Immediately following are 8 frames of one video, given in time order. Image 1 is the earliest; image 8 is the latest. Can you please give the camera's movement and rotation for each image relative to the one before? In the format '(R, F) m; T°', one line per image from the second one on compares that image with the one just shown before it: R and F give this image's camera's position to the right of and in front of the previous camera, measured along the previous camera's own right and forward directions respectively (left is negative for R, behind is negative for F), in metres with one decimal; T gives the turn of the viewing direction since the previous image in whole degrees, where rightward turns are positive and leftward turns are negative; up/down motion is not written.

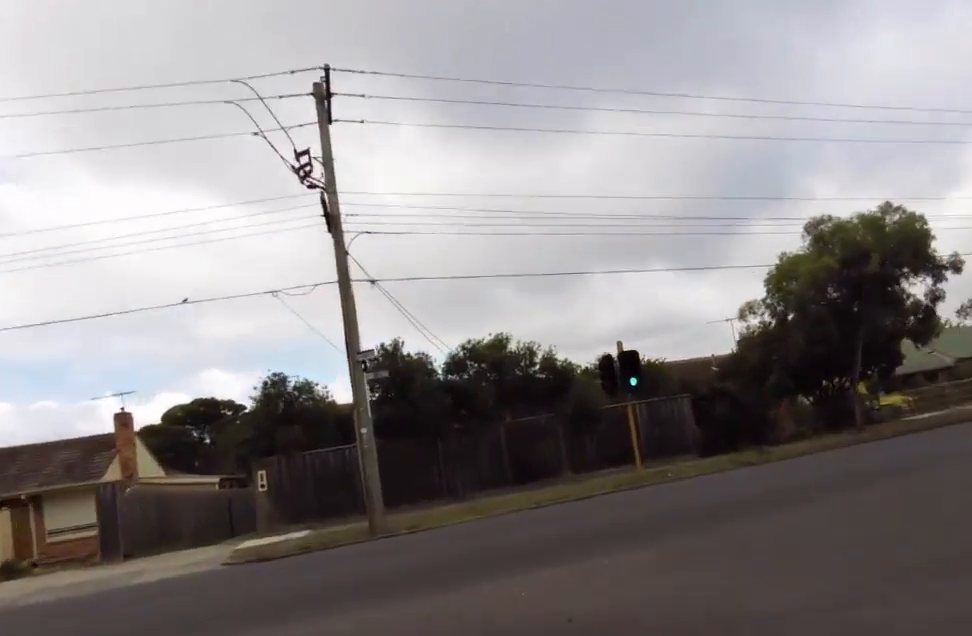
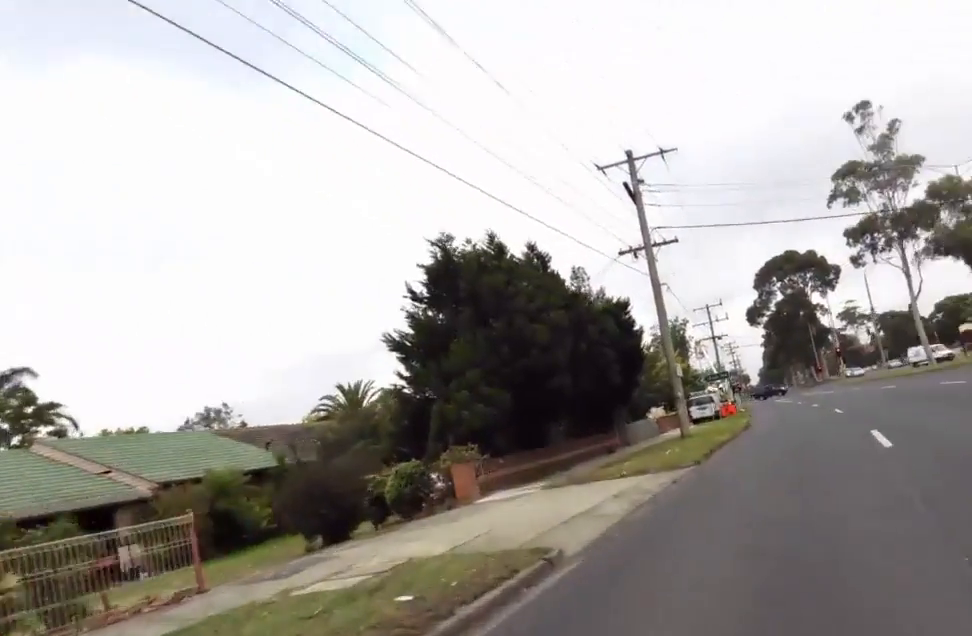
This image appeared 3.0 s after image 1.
(+10.2, +17.8) m; +52°
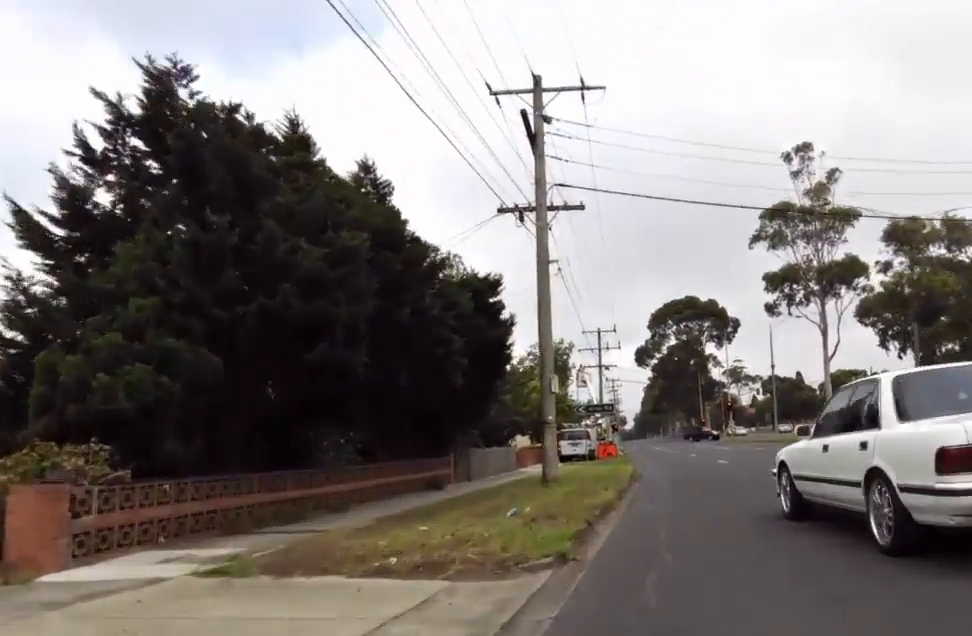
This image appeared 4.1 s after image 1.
(+0.6, +9.0) m; +10°
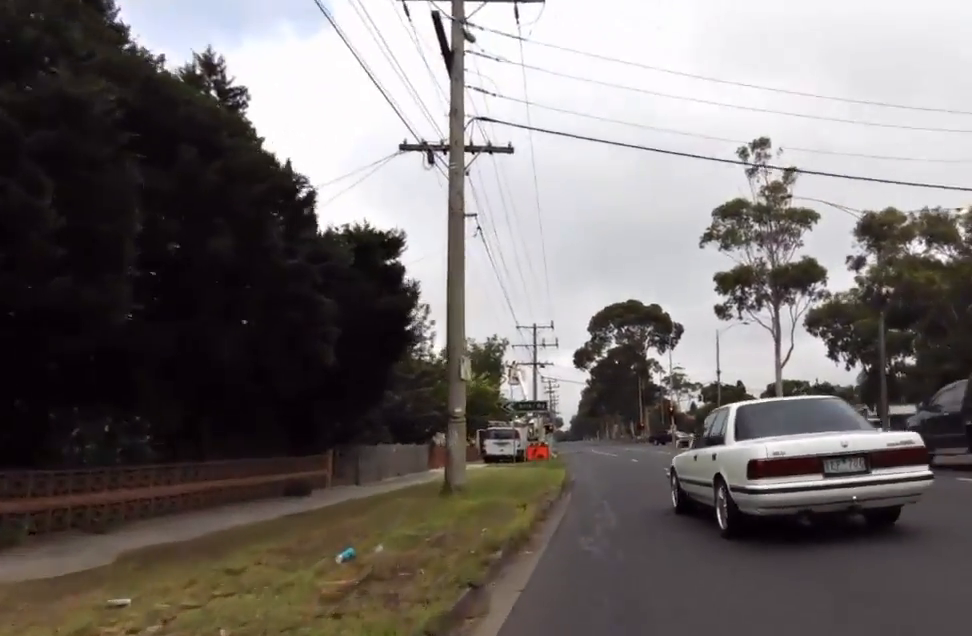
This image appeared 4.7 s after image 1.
(+0.4, +4.7) m; +5°
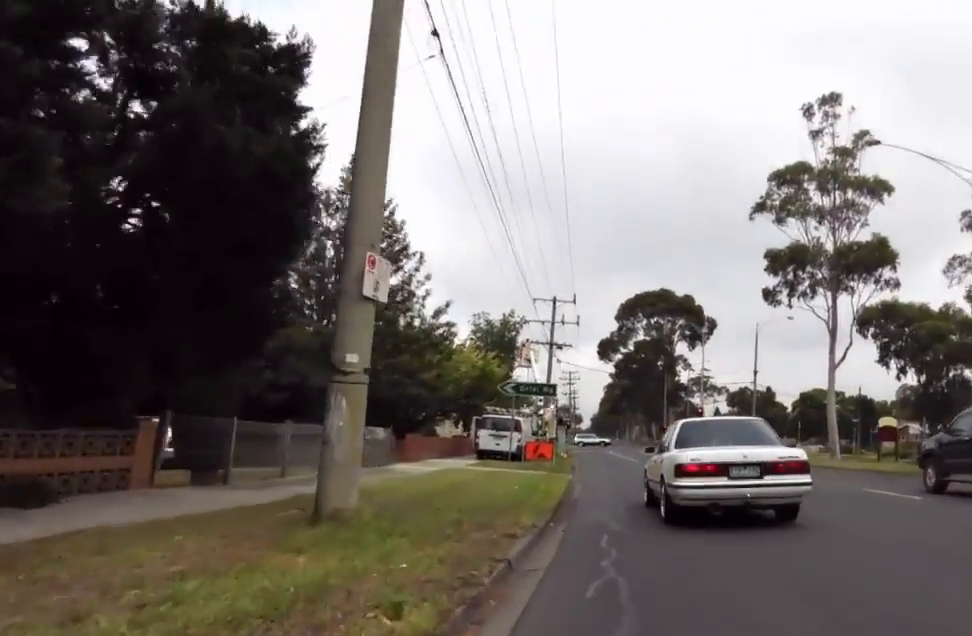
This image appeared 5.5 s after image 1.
(+0.4, +7.5) m; -4°
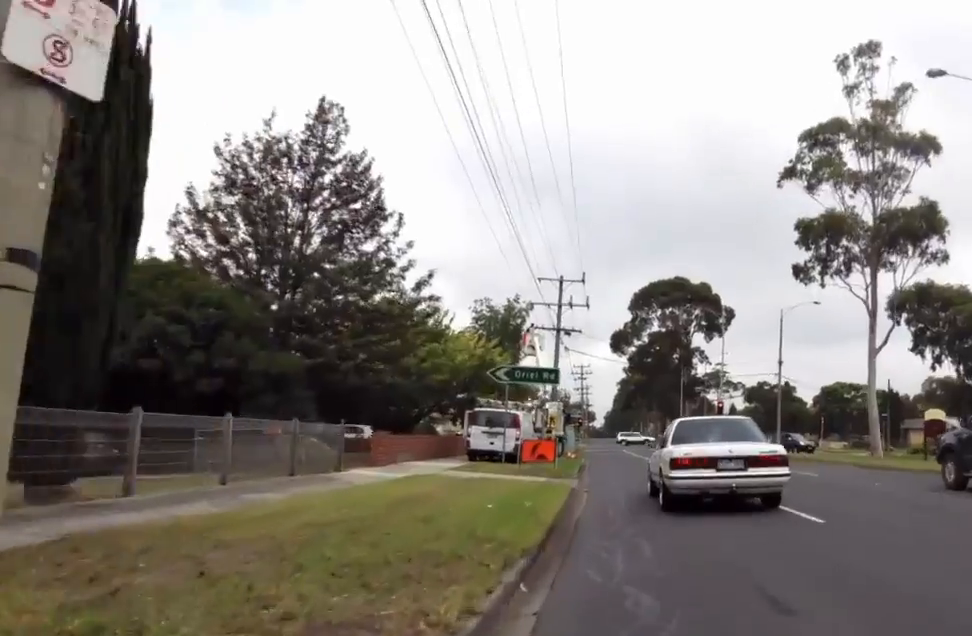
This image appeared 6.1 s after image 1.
(0.0, +5.2) m; -4°
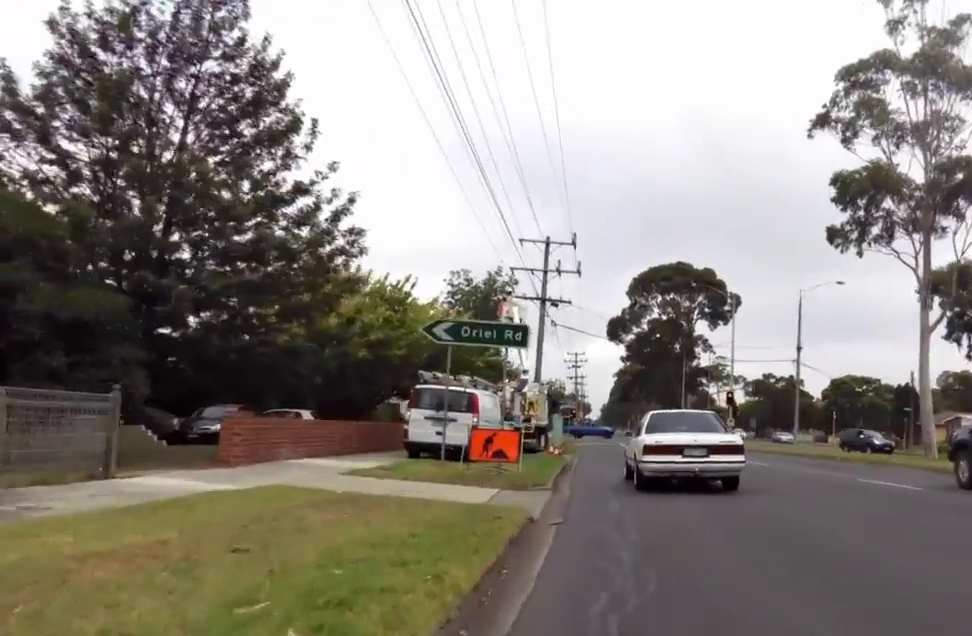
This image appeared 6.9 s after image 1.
(-1.3, +7.7) m; -1°
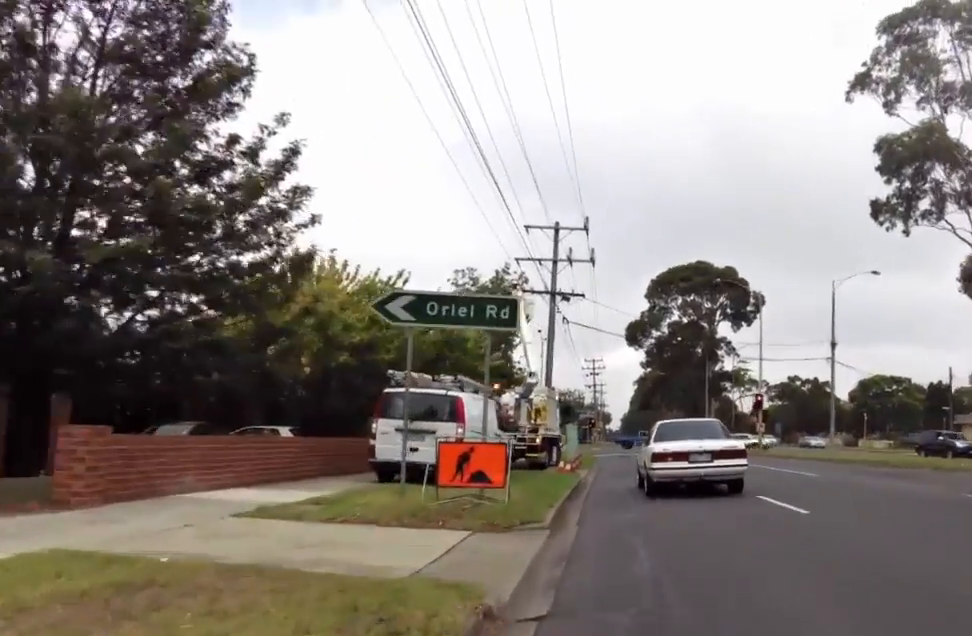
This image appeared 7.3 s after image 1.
(+0.6, +4.3) m; 0°
